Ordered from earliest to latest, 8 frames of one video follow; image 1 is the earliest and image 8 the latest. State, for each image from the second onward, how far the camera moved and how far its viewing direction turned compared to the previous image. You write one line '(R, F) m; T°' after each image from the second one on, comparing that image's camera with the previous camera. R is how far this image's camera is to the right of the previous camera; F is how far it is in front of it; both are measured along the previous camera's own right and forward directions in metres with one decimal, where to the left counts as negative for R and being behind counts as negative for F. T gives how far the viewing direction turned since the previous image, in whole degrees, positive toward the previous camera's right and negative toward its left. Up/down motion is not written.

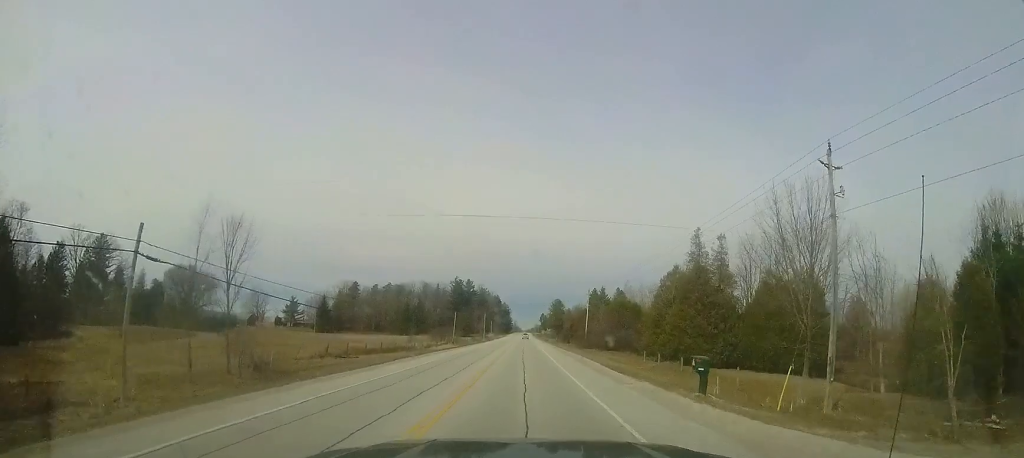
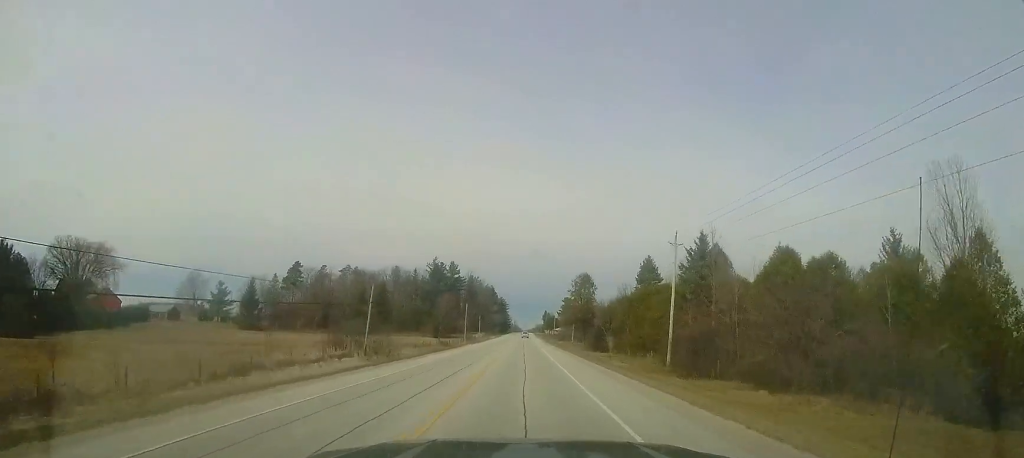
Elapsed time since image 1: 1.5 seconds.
(-1.0, +46.1) m; -2°
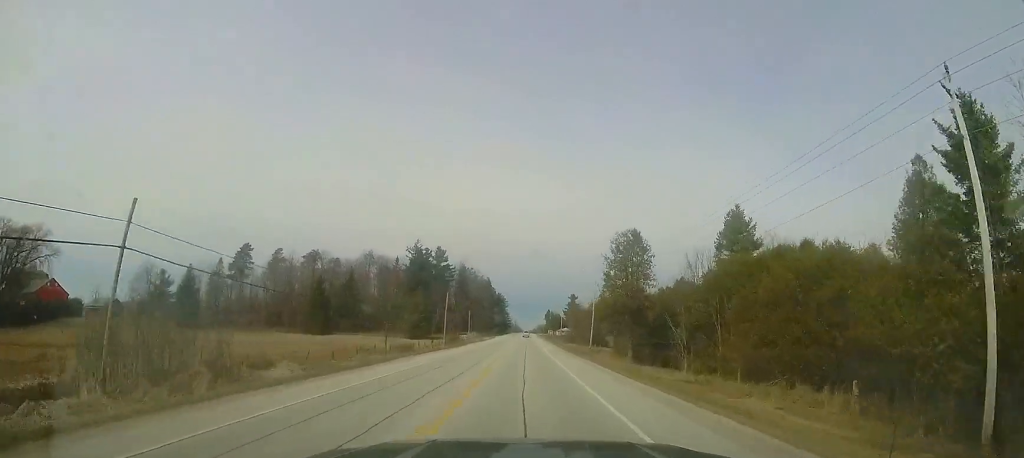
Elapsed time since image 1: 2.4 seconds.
(-0.1, +26.2) m; 0°
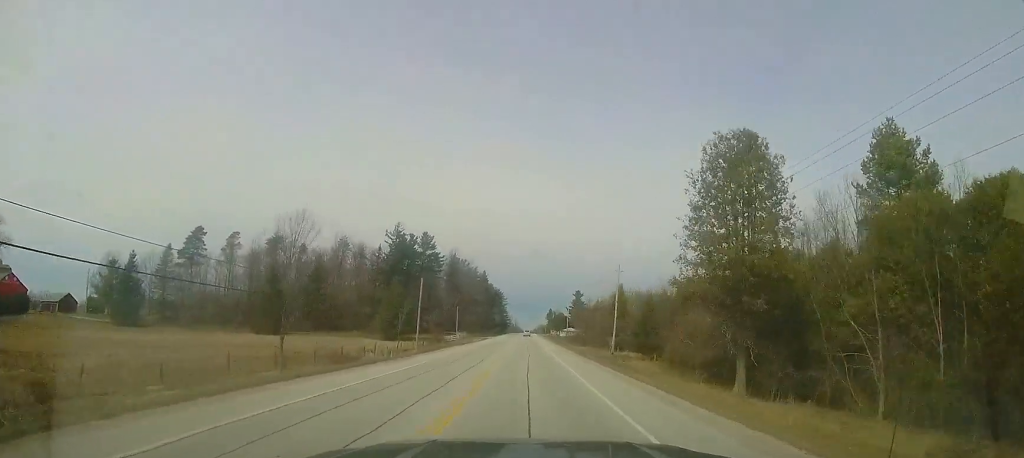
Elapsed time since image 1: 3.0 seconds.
(+0.2, +18.2) m; 0°
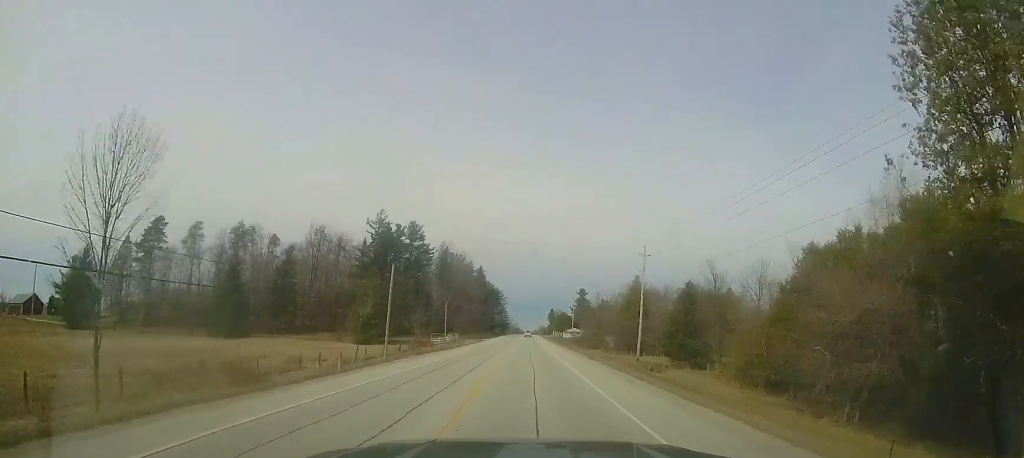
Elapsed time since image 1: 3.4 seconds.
(-0.2, +12.1) m; 0°
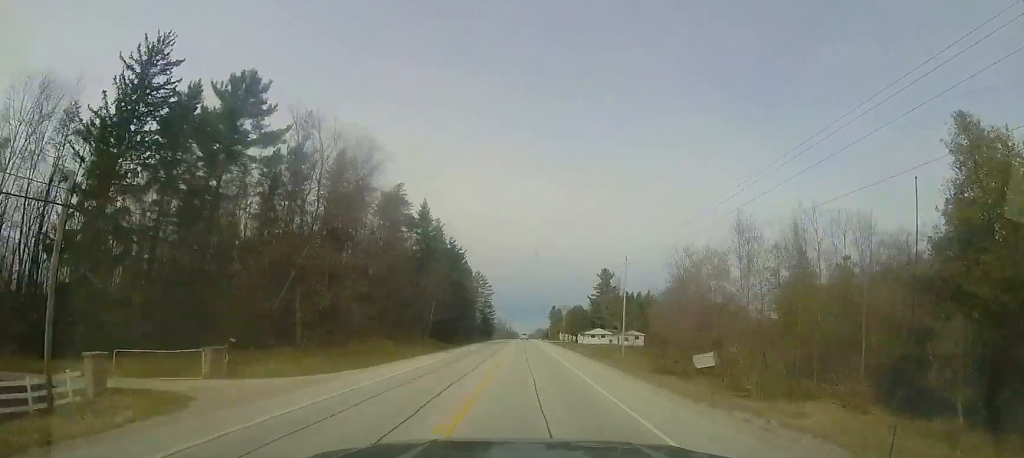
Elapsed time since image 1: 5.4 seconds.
(-0.1, +60.6) m; 0°
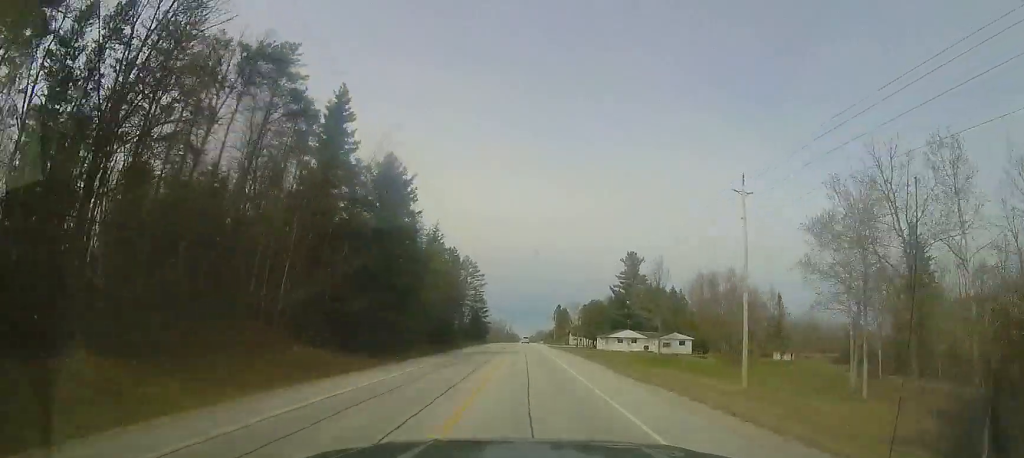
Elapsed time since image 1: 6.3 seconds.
(+0.1, +28.0) m; 0°
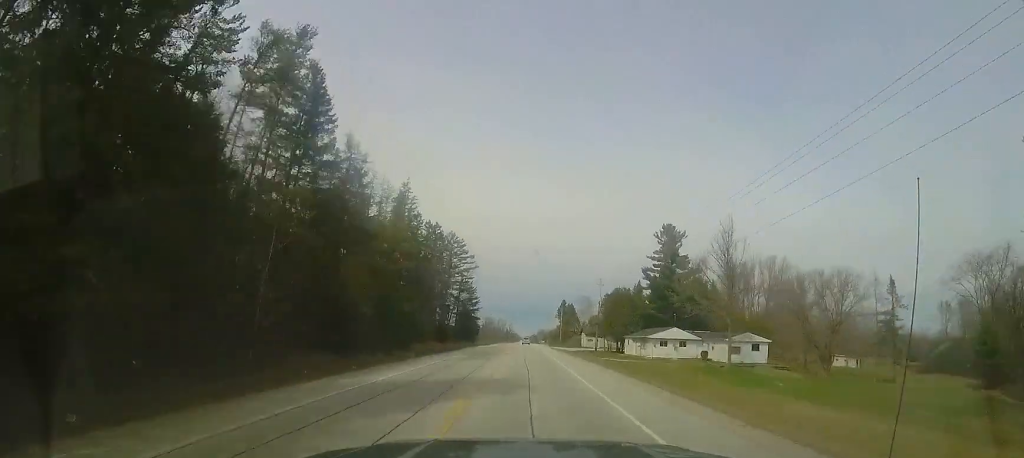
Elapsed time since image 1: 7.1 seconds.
(0.0, +22.8) m; 0°
